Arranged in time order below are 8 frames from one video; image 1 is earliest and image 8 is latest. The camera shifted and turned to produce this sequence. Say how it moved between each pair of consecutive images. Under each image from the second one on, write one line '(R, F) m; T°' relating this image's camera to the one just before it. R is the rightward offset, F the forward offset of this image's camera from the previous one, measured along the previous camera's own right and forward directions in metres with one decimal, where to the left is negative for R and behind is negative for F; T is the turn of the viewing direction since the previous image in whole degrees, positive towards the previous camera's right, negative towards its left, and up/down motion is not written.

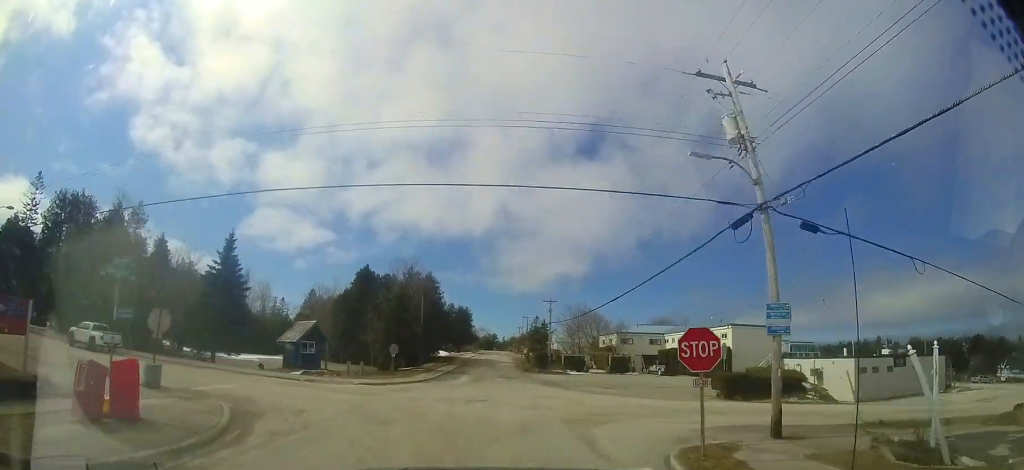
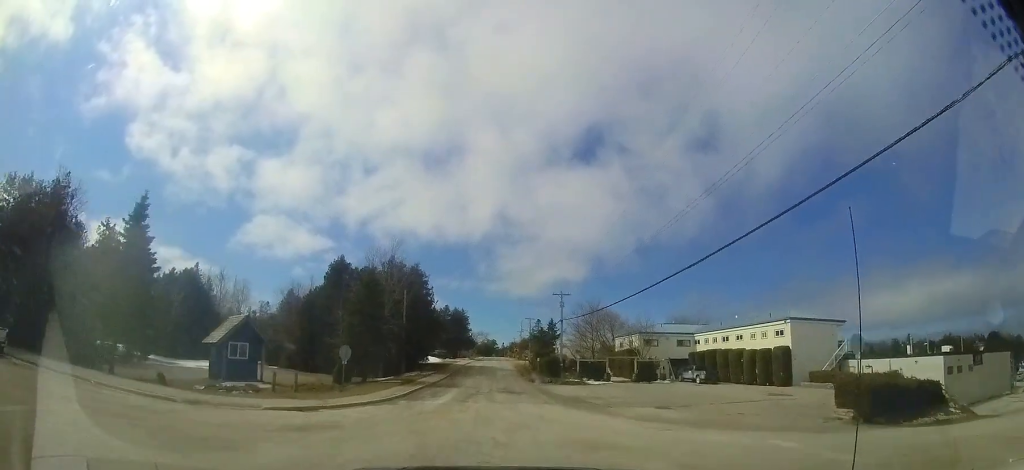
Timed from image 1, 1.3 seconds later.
(-0.5, +8.6) m; -5°
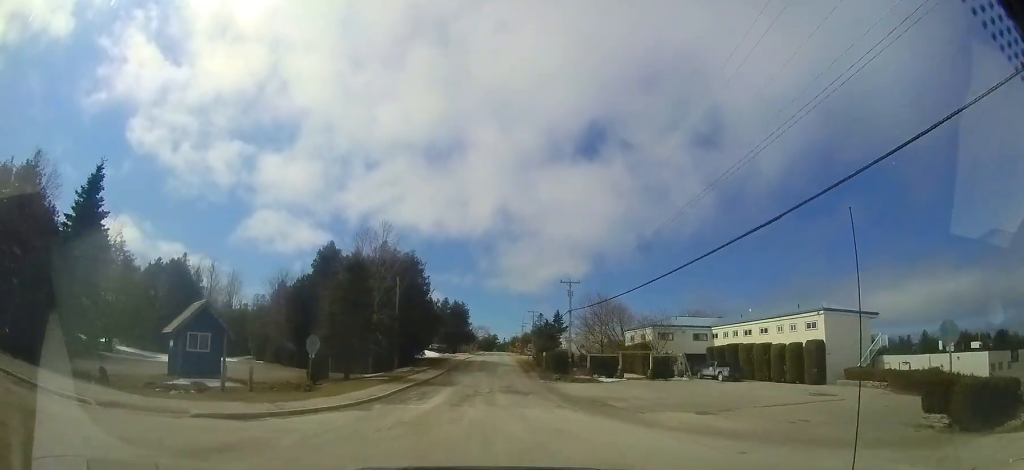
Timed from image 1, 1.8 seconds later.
(-0.1, +3.5) m; 0°
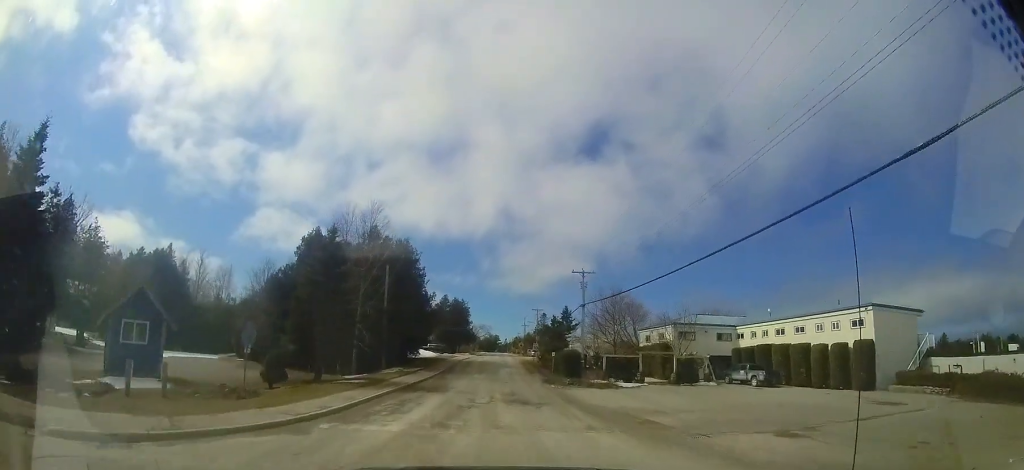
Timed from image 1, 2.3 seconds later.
(0.0, +4.2) m; 0°
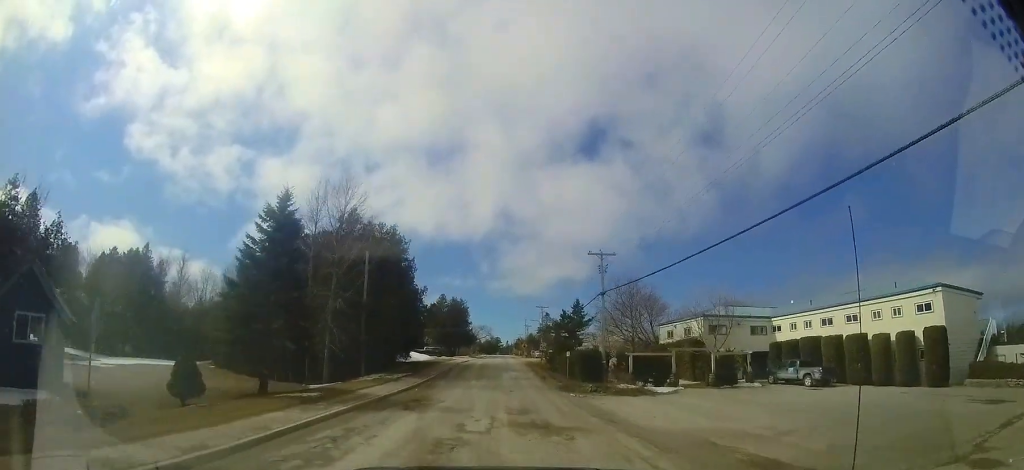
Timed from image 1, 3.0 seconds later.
(+0.1, +5.1) m; 0°
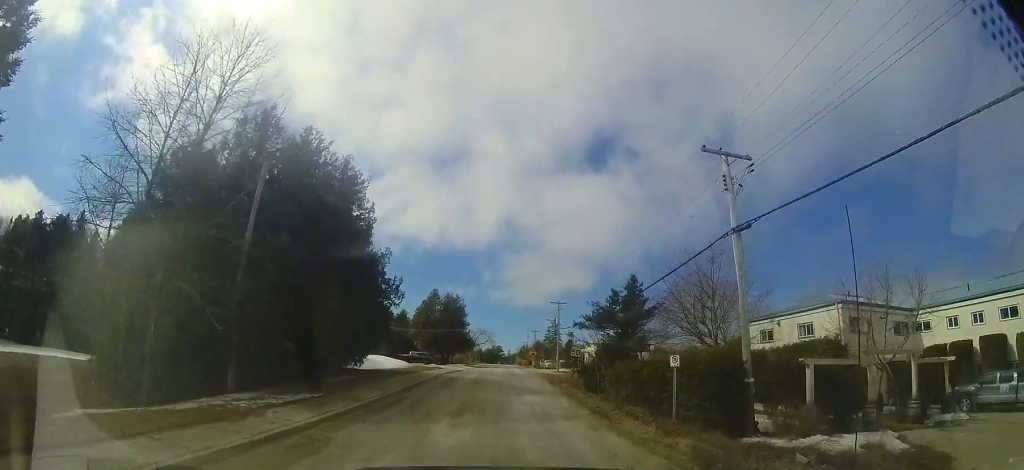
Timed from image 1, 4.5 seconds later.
(+0.2, +13.8) m; +2°
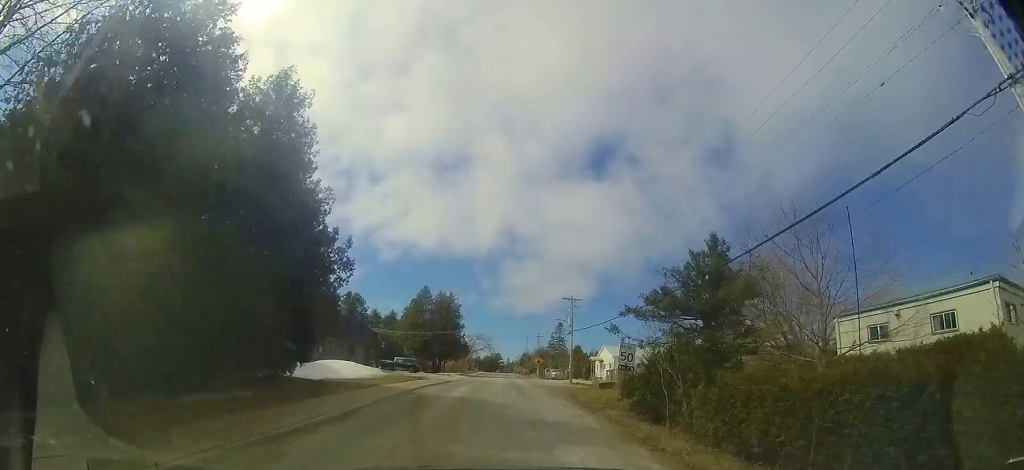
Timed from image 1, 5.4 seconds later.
(+0.1, +8.5) m; 0°
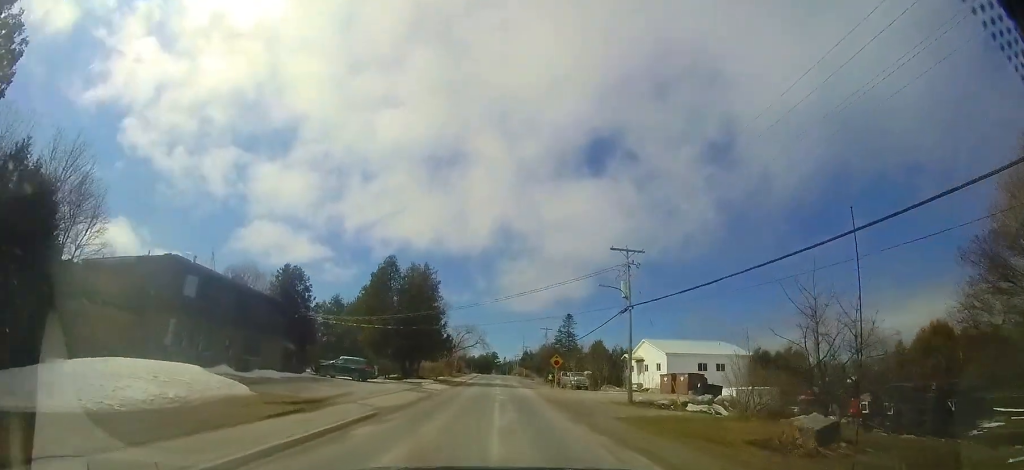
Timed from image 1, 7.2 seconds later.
(+0.2, +17.3) m; +1°
